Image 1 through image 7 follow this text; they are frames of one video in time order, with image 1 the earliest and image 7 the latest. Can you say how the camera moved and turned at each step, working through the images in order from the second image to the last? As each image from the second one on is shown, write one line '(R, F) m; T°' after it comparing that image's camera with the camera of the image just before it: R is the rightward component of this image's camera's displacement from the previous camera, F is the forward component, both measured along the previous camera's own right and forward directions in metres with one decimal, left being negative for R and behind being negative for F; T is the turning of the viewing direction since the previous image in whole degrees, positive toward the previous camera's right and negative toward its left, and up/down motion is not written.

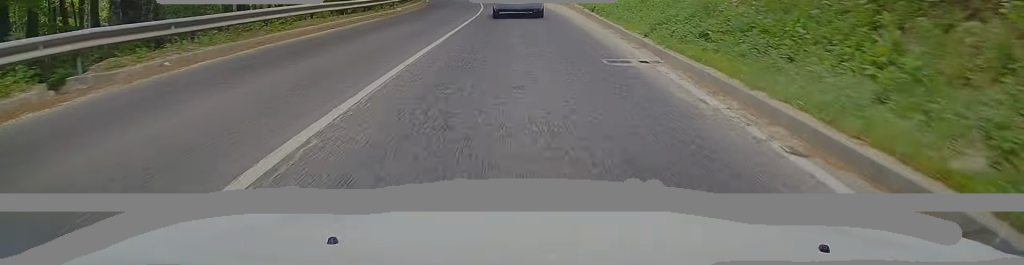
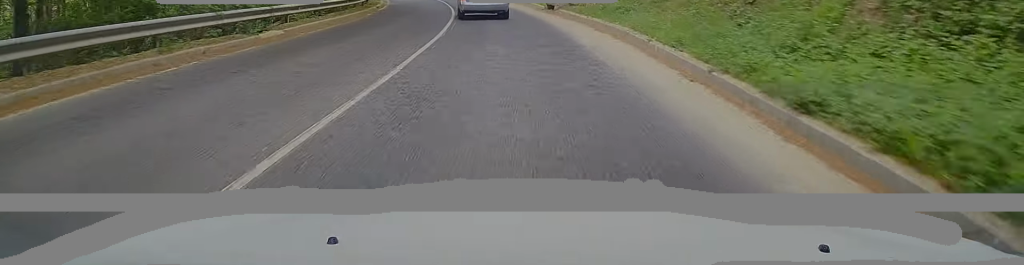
(-0.2, +17.4) m; -2°
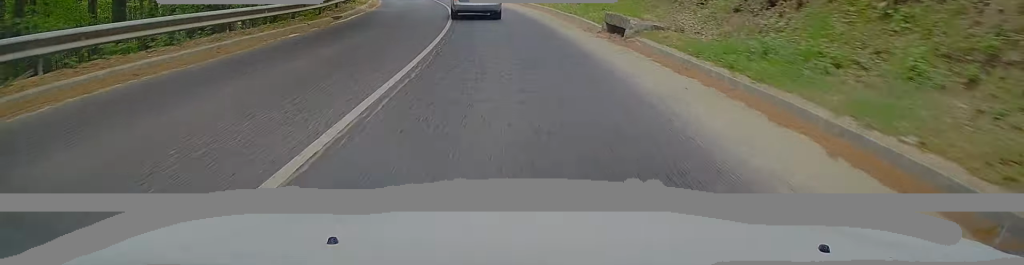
(-0.1, +12.2) m; -2°
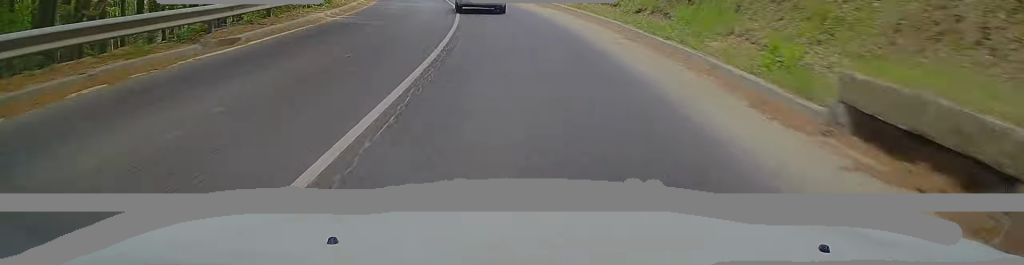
(-0.3, +11.0) m; -2°
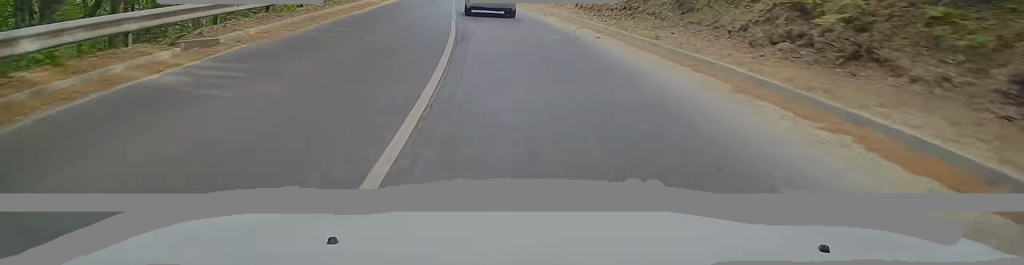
(-1.7, +30.5) m; -8°
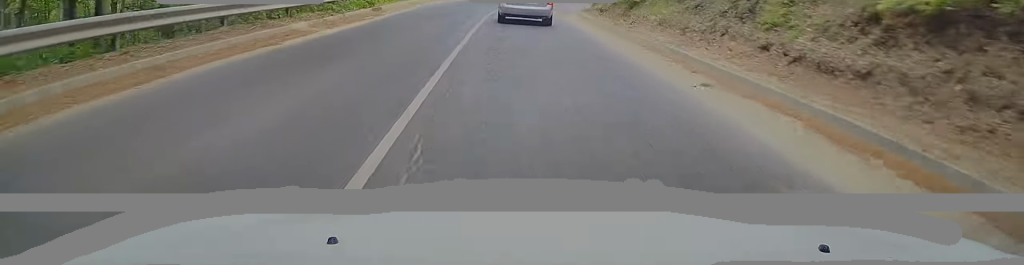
(-0.8, +16.1) m; -4°
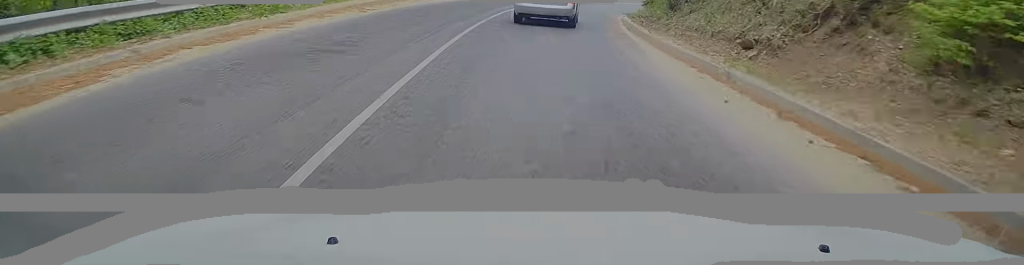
(-0.4, +20.3) m; -1°
